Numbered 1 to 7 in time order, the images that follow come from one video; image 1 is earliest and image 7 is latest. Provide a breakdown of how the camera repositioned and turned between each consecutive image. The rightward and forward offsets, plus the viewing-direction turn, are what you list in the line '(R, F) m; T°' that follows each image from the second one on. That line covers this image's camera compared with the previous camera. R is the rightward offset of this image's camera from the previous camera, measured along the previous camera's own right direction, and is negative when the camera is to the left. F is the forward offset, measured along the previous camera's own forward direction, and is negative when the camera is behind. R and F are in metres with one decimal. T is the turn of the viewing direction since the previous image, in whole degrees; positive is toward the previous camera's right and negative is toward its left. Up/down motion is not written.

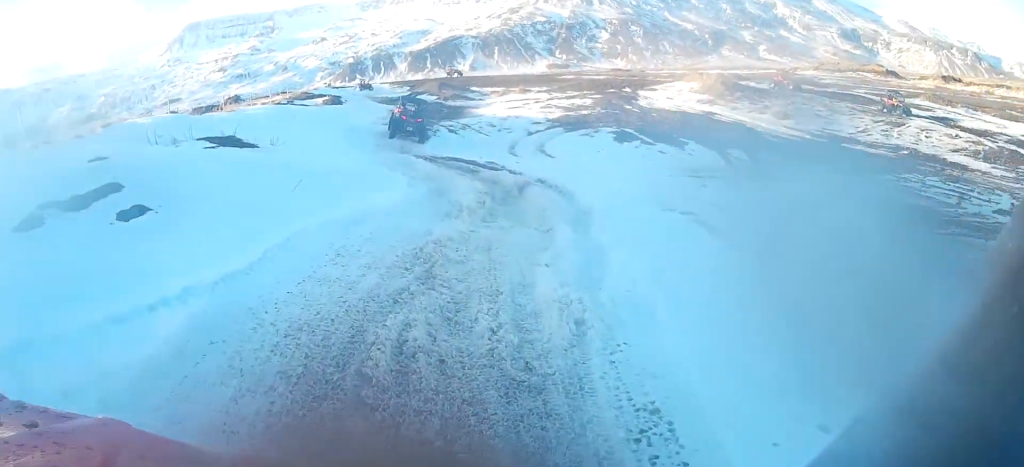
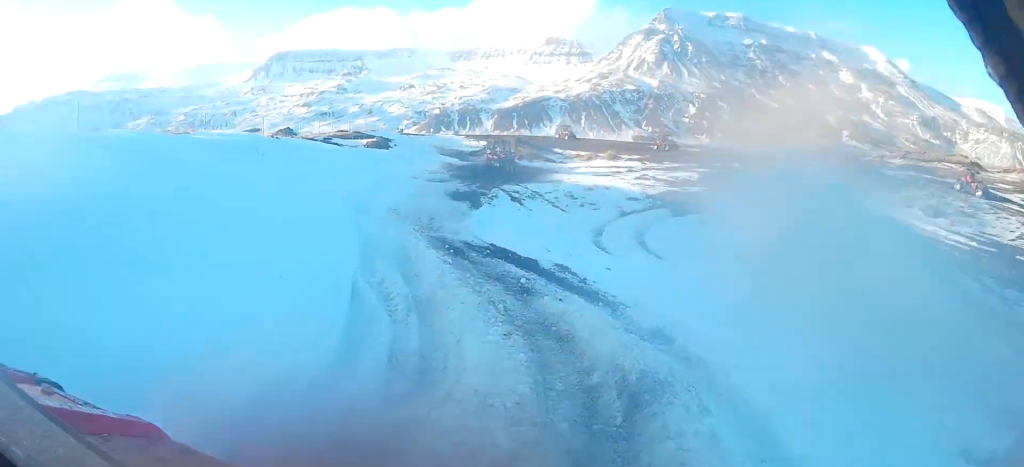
(+1.3, +7.9) m; +17°
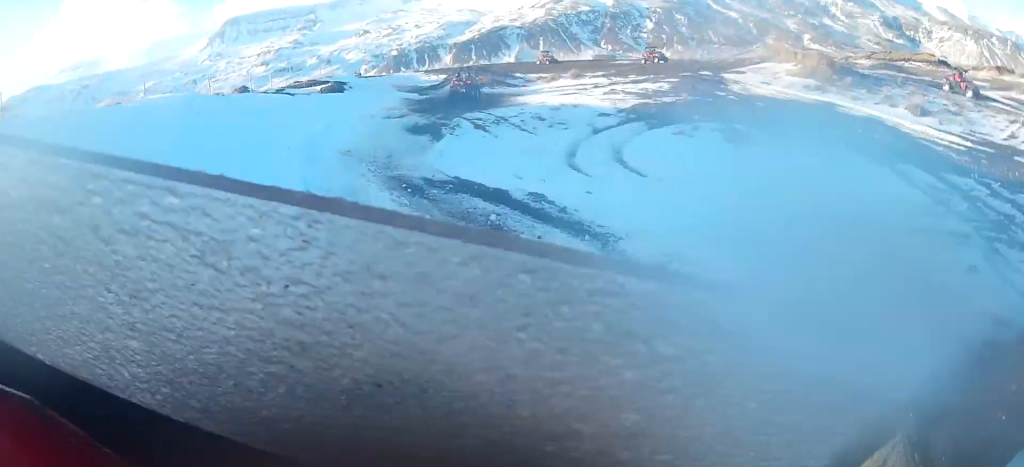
(0.0, +1.3) m; -1°
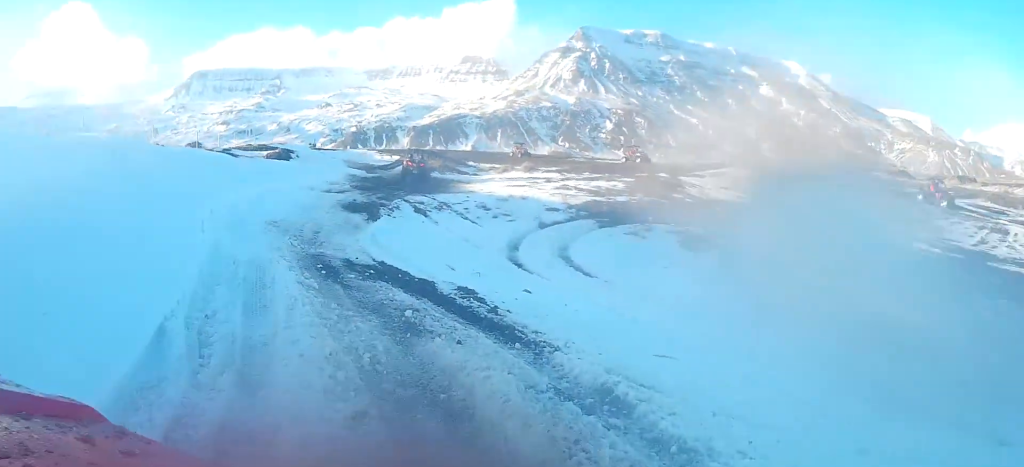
(0.0, +1.2) m; -3°
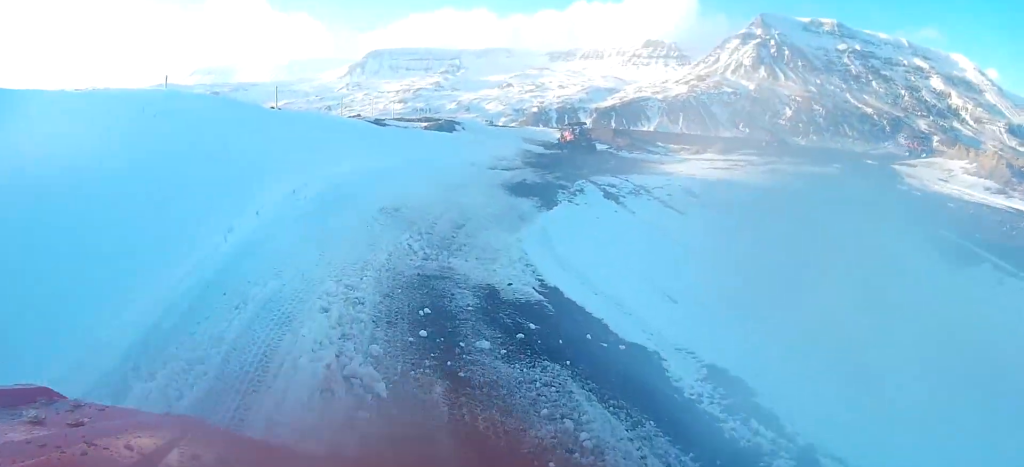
(-0.4, +4.4) m; -13°
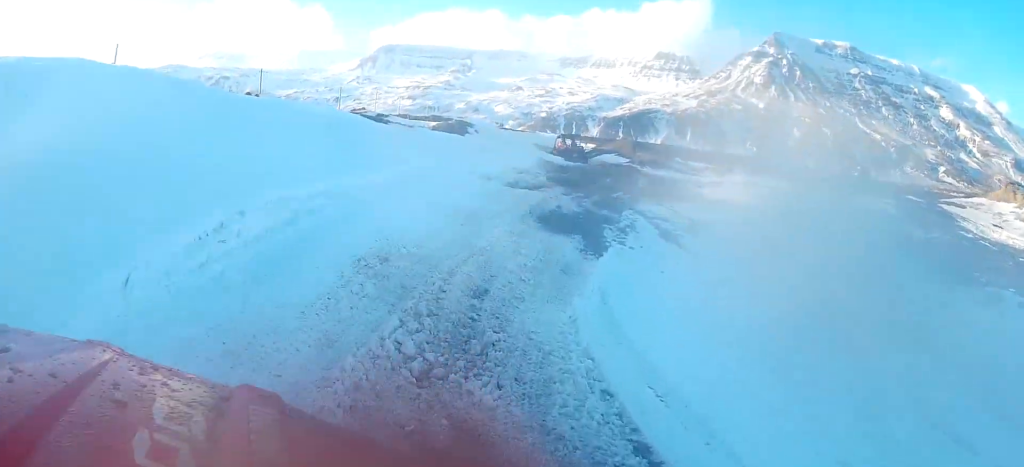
(-0.3, +3.5) m; -3°
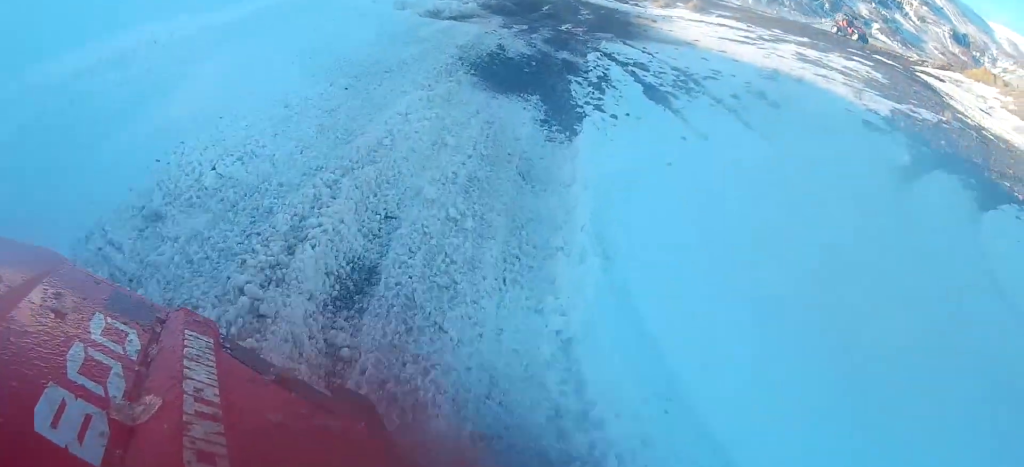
(+0.1, +3.2) m; +5°
